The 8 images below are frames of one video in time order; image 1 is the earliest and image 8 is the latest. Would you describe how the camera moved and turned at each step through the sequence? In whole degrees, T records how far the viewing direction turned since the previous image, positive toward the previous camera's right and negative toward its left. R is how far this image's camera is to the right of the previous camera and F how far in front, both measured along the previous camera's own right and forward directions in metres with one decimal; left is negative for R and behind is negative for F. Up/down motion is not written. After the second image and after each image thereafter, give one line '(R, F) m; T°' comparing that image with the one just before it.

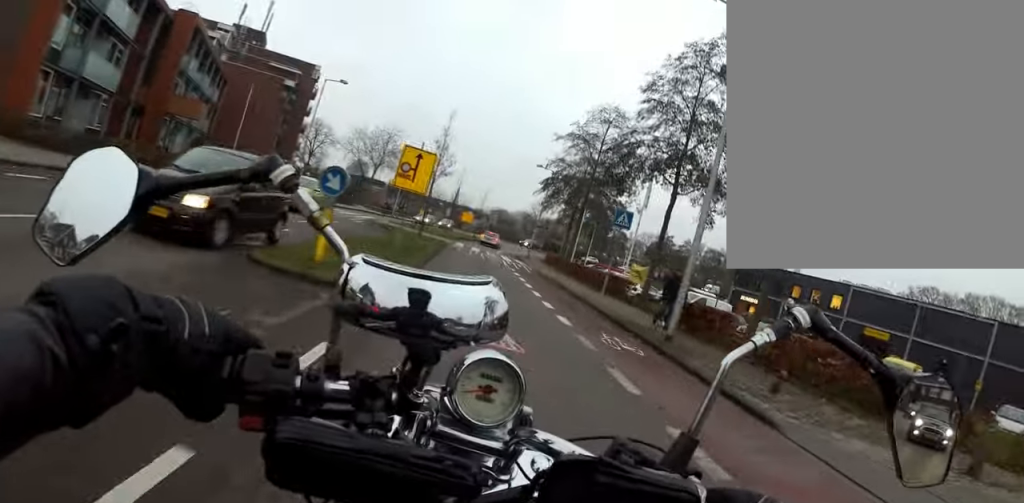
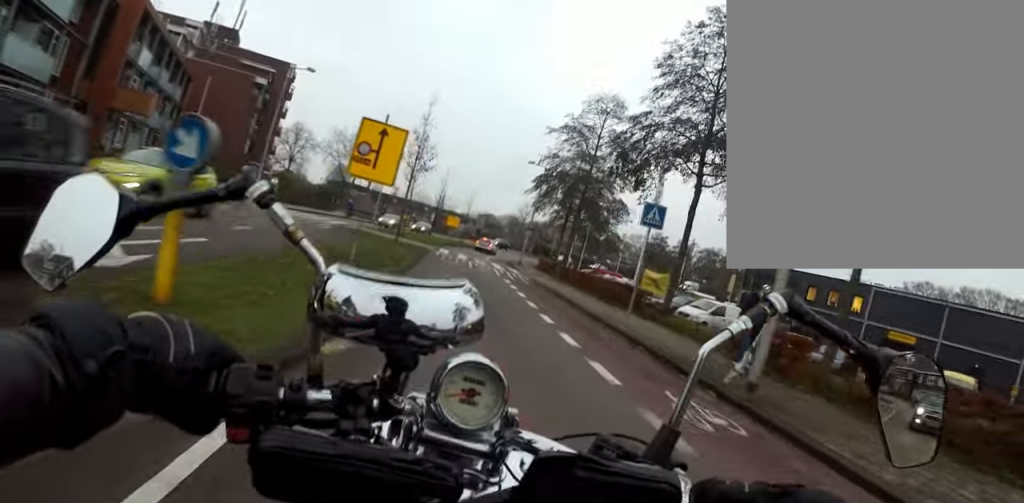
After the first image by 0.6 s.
(+0.5, +3.6) m; -1°
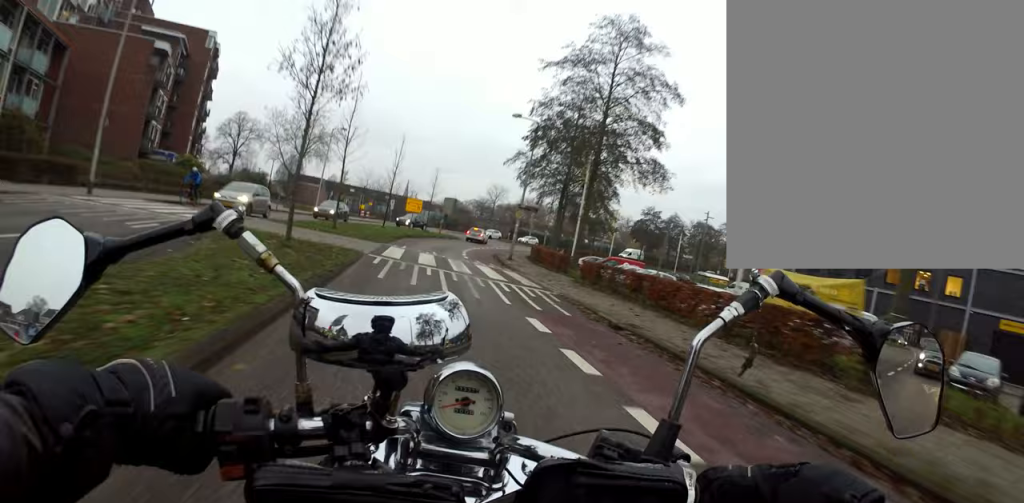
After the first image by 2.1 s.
(-0.5, +9.9) m; 0°
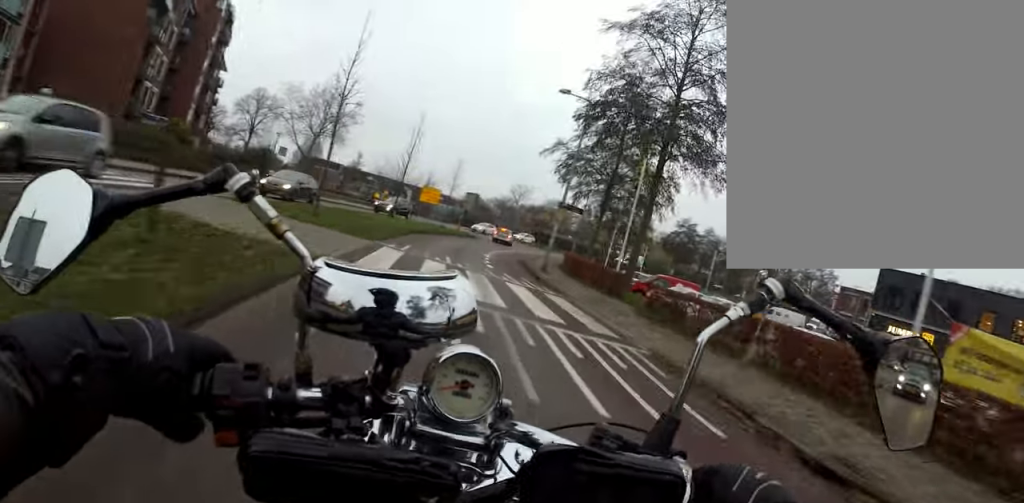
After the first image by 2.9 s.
(+1.0, +5.4) m; -2°
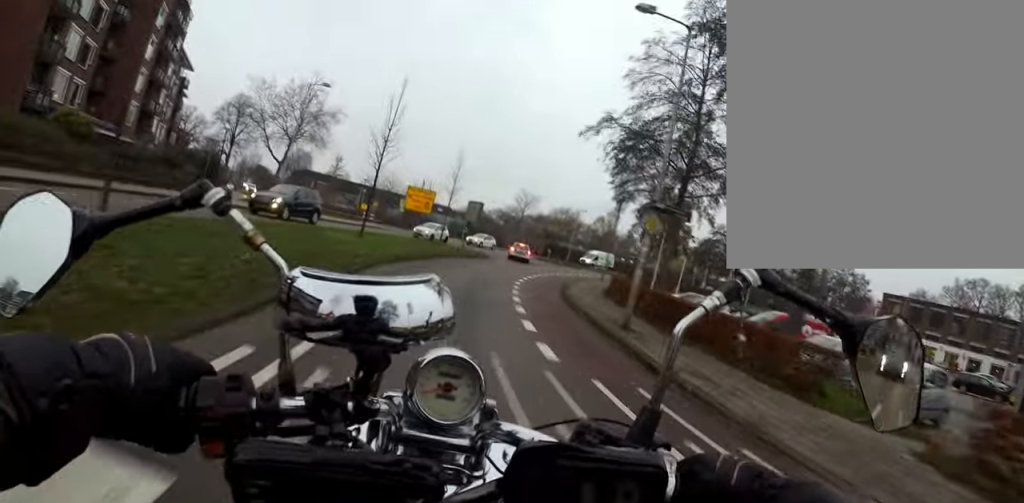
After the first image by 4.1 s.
(-1.3, +9.6) m; 0°
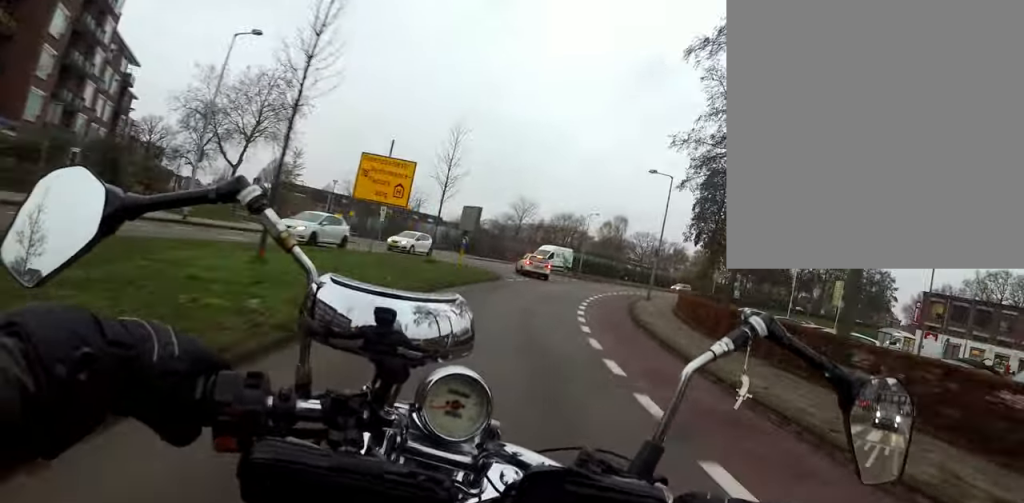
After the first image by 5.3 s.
(+0.7, +8.9) m; +2°
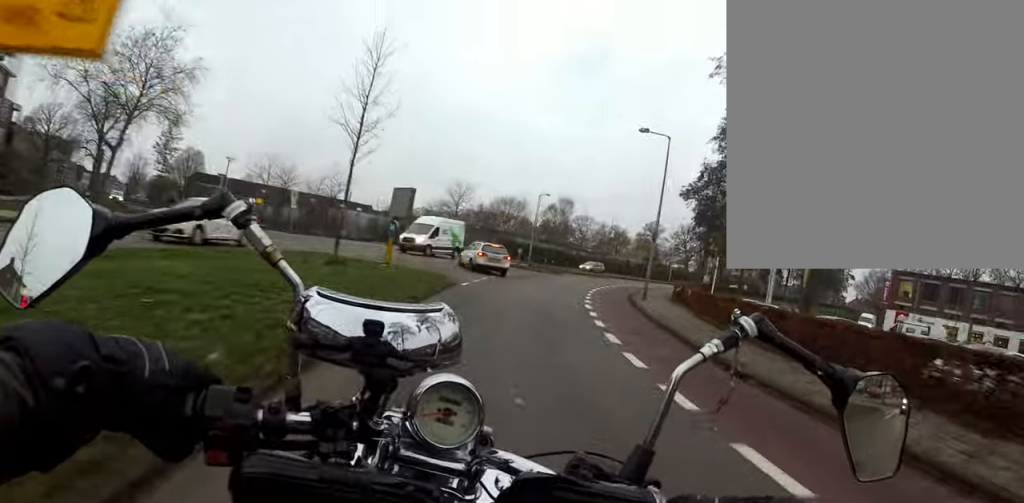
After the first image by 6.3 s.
(-0.2, +6.5) m; +6°
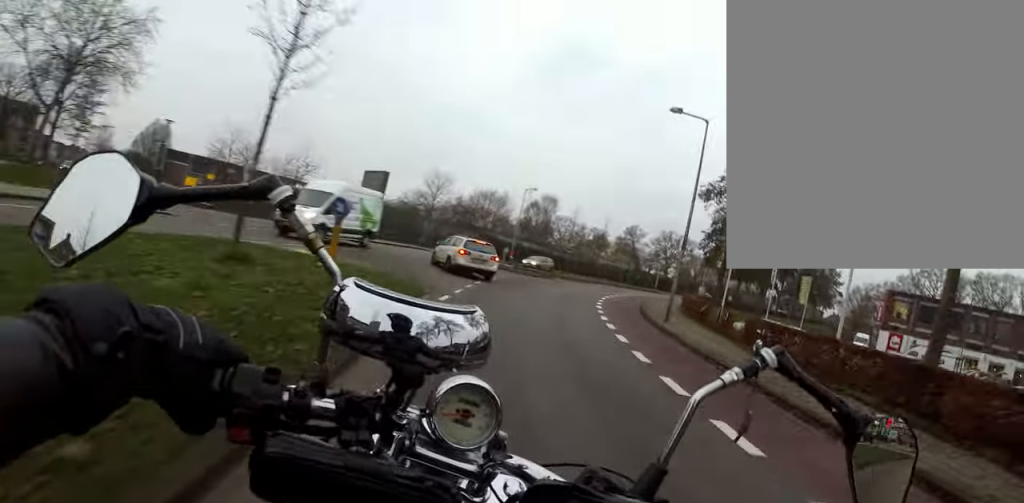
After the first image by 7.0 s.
(+0.3, +4.3) m; +10°
